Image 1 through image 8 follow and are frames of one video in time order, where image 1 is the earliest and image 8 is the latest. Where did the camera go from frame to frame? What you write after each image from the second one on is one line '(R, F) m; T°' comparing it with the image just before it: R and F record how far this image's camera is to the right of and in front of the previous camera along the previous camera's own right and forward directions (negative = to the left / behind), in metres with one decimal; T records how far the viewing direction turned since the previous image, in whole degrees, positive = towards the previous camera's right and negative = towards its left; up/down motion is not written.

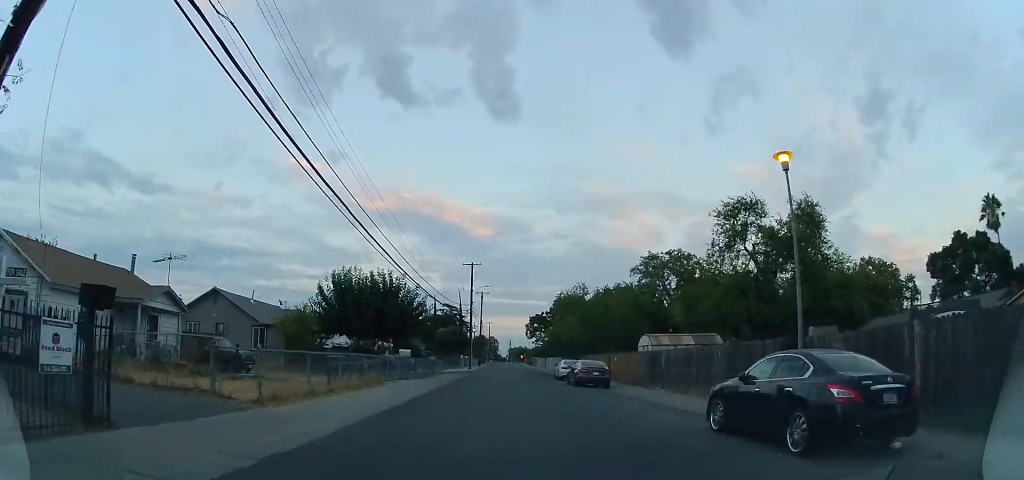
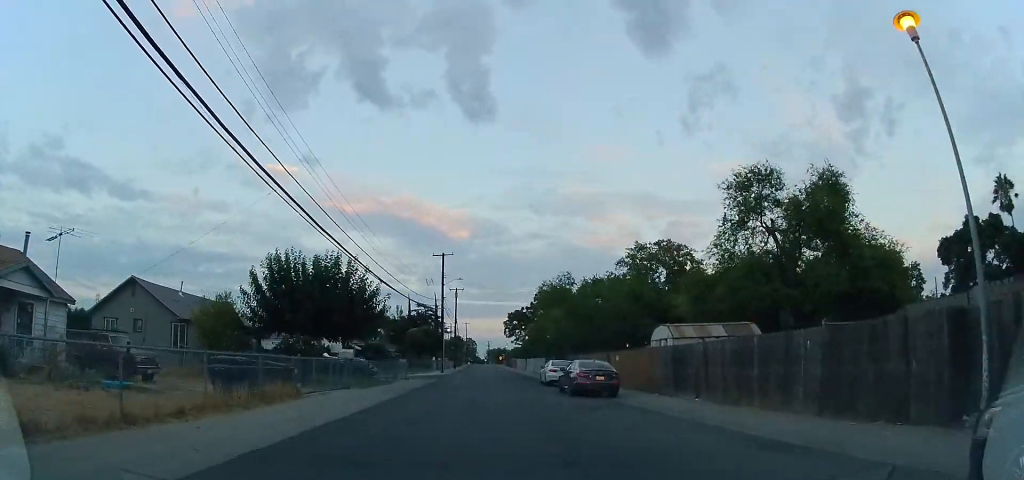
(+0.3, +6.4) m; +4°
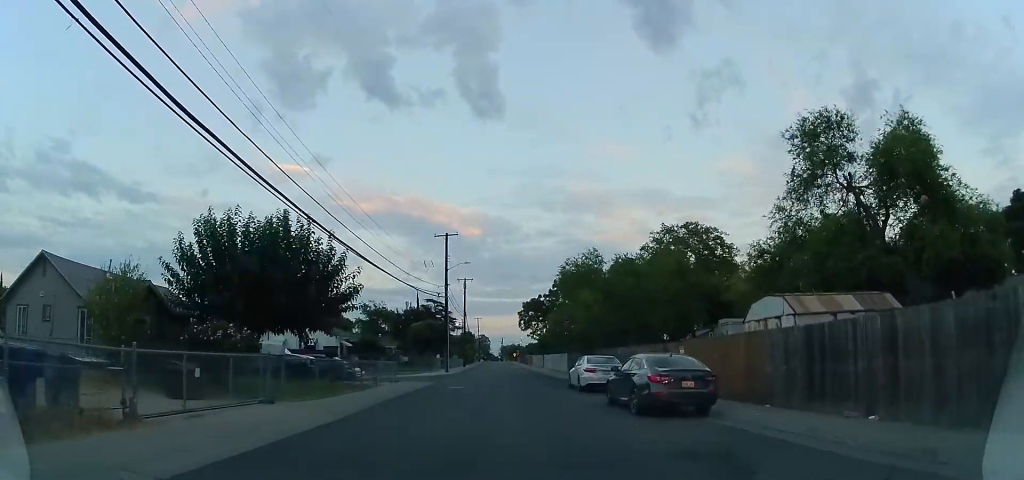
(-0.1, +7.5) m; -3°
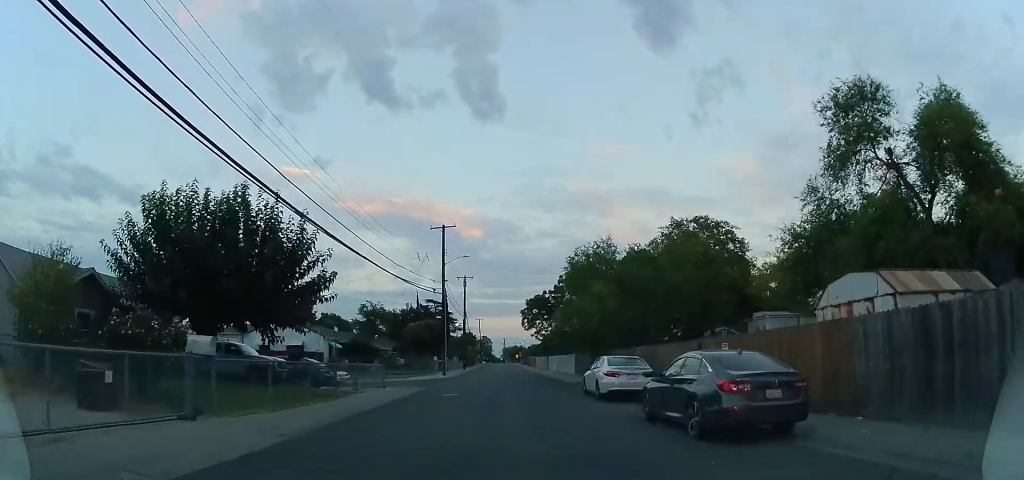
(-0.1, +3.5) m; -2°
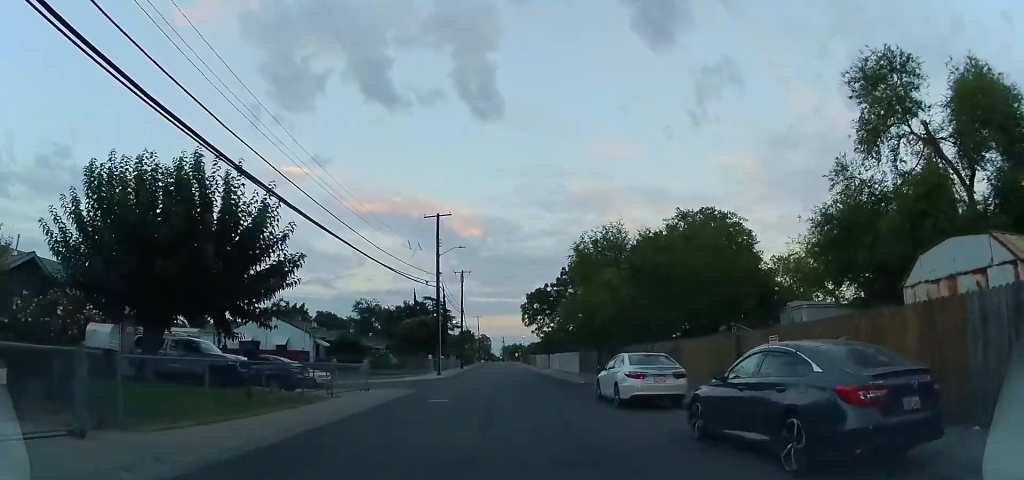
(0.0, +3.1) m; 0°
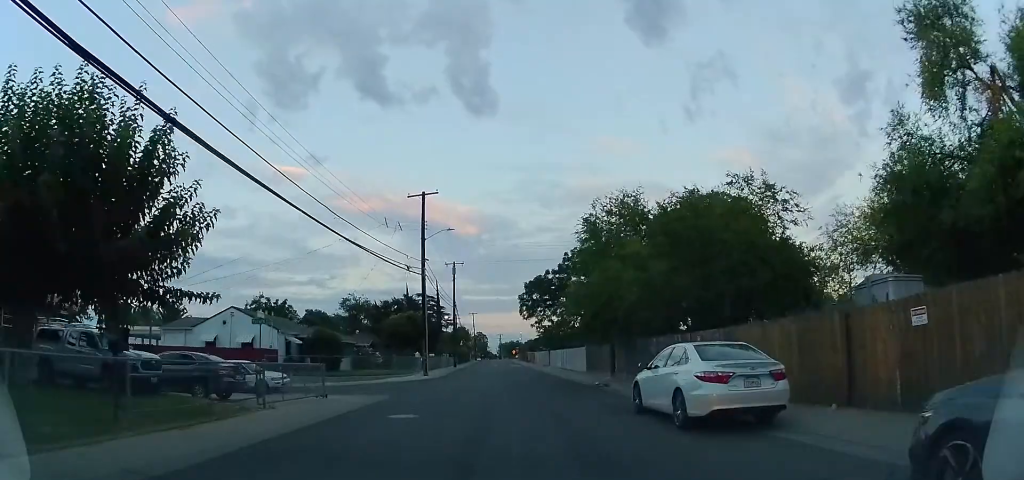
(0.0, +5.2) m; 0°
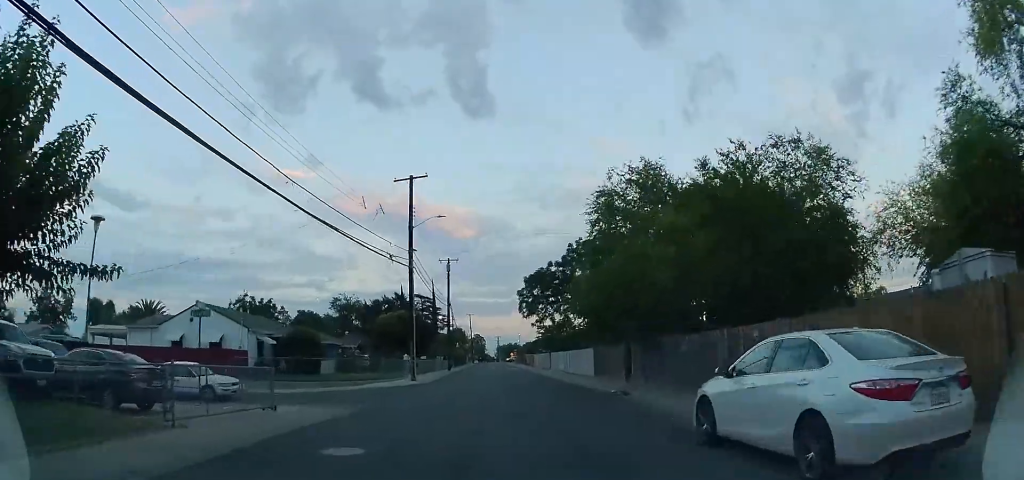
(0.0, +4.1) m; +2°
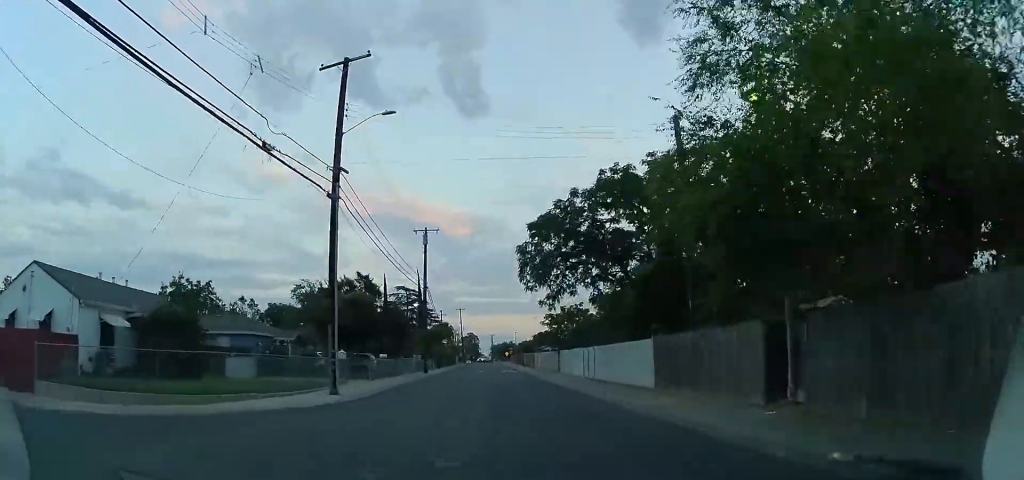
(+0.5, +14.2) m; +1°
